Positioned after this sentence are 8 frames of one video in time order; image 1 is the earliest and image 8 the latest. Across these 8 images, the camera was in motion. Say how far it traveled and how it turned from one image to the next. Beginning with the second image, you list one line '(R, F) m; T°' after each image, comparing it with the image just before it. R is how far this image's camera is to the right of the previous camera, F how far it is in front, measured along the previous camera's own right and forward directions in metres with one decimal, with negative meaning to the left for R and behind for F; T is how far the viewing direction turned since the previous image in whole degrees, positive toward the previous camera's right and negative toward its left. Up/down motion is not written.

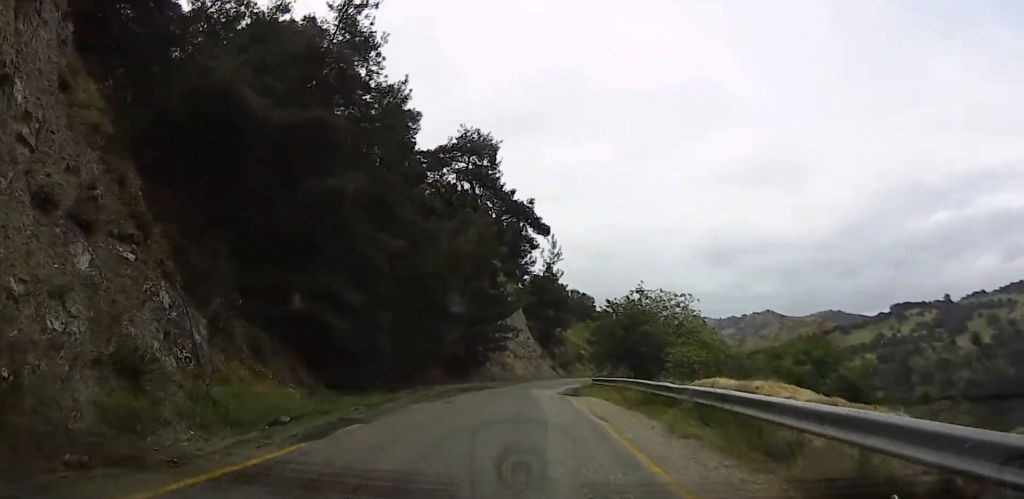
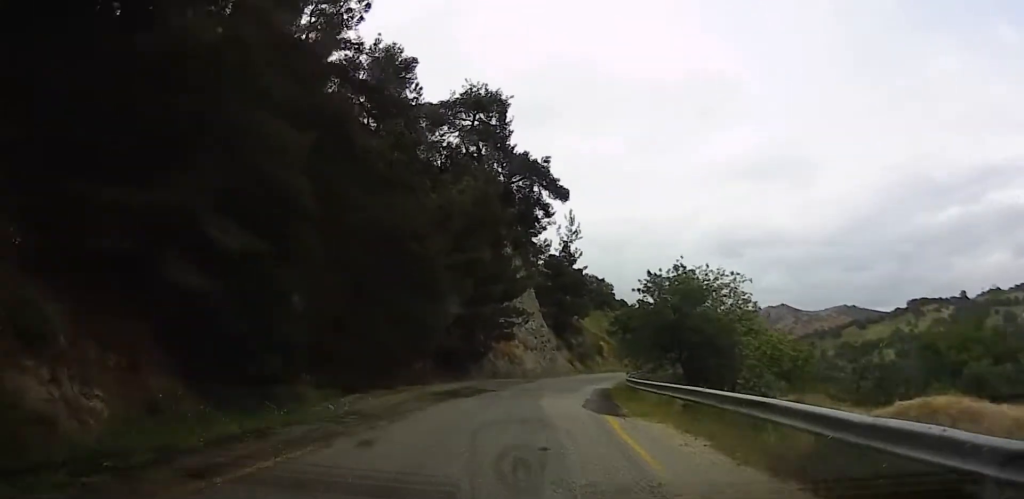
(0.0, +9.0) m; +7°
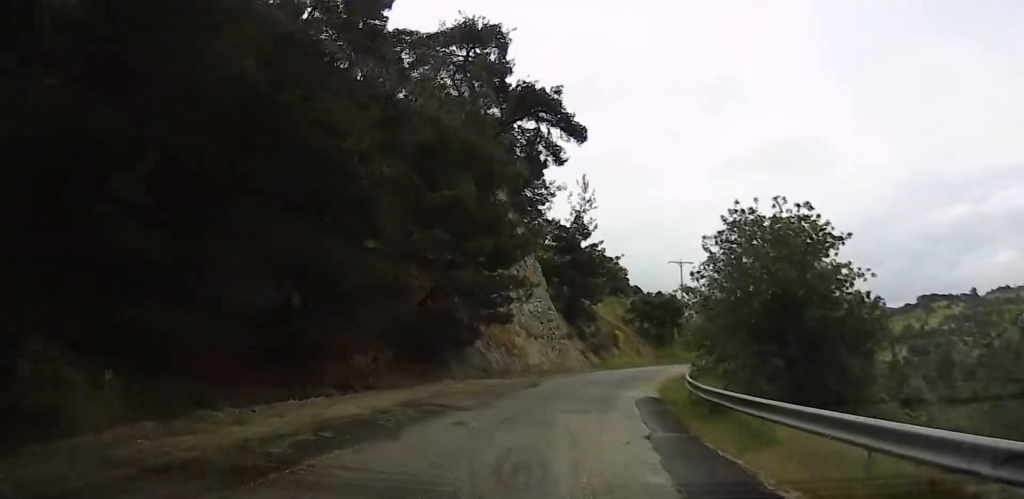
(+1.2, +10.4) m; +1°
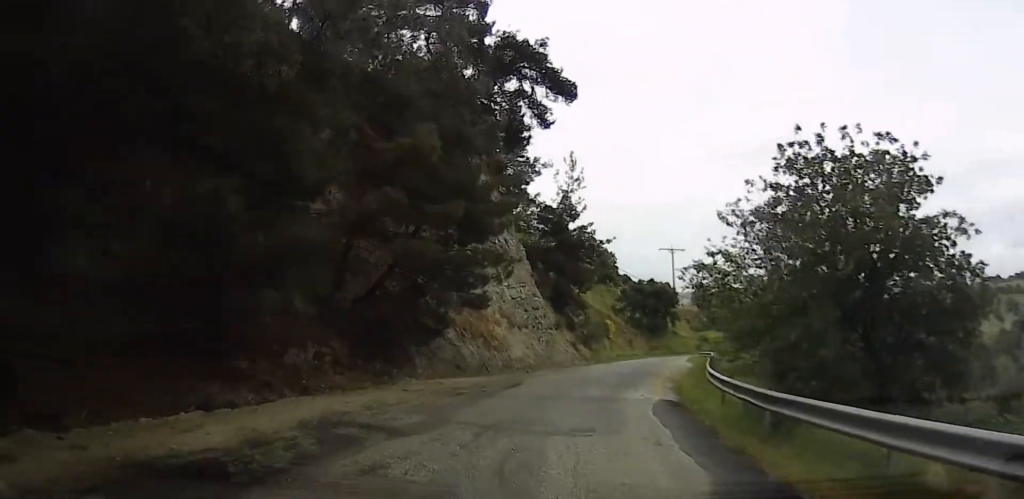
(-0.7, +4.6) m; -5°
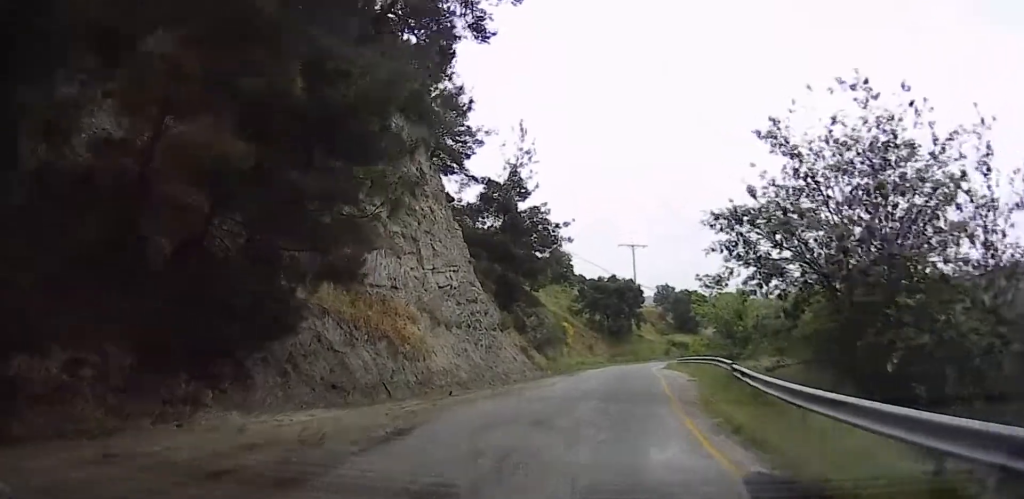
(-0.5, +8.7) m; -3°
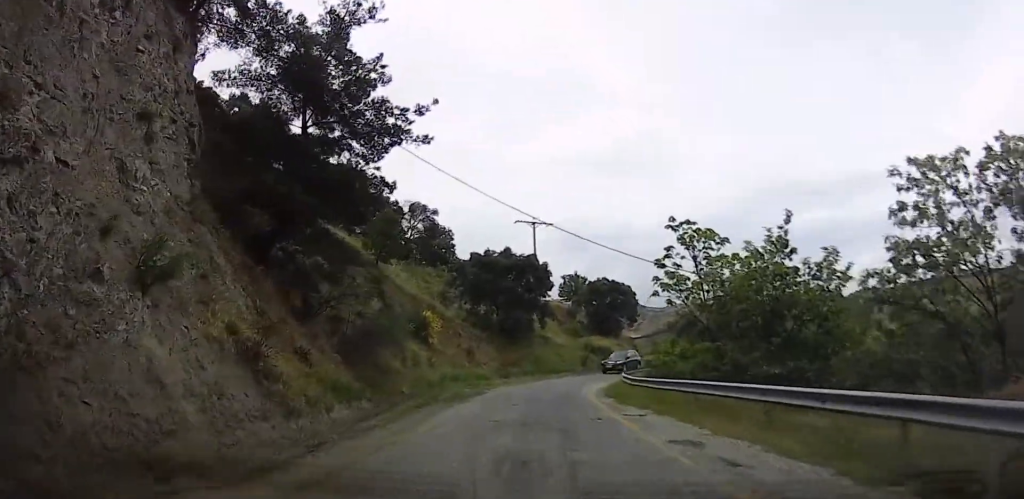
(+3.2, +19.7) m; +17°
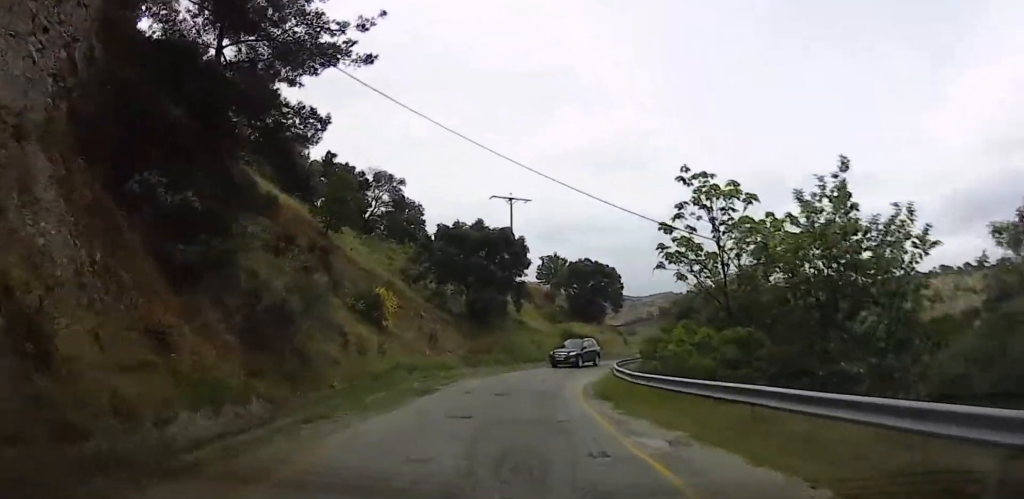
(-0.2, +5.3) m; 0°
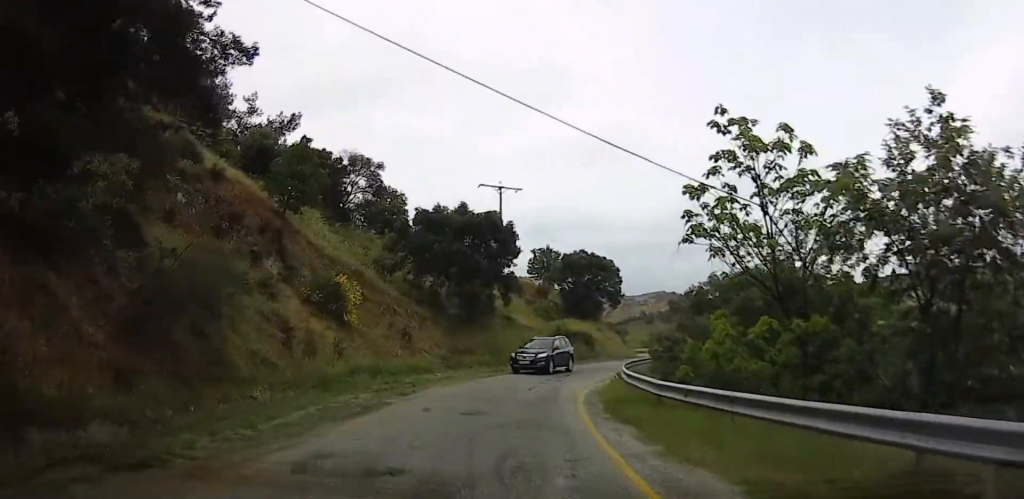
(+0.2, +4.6) m; +2°
